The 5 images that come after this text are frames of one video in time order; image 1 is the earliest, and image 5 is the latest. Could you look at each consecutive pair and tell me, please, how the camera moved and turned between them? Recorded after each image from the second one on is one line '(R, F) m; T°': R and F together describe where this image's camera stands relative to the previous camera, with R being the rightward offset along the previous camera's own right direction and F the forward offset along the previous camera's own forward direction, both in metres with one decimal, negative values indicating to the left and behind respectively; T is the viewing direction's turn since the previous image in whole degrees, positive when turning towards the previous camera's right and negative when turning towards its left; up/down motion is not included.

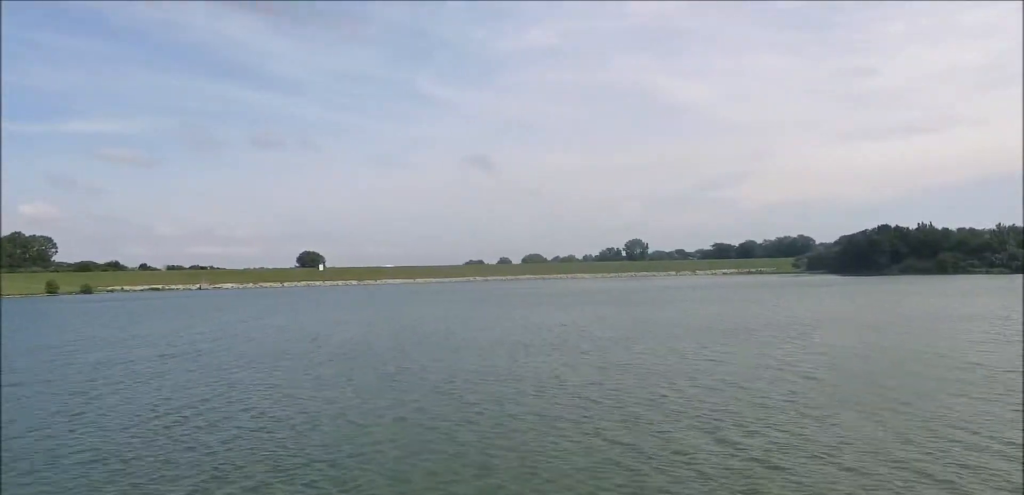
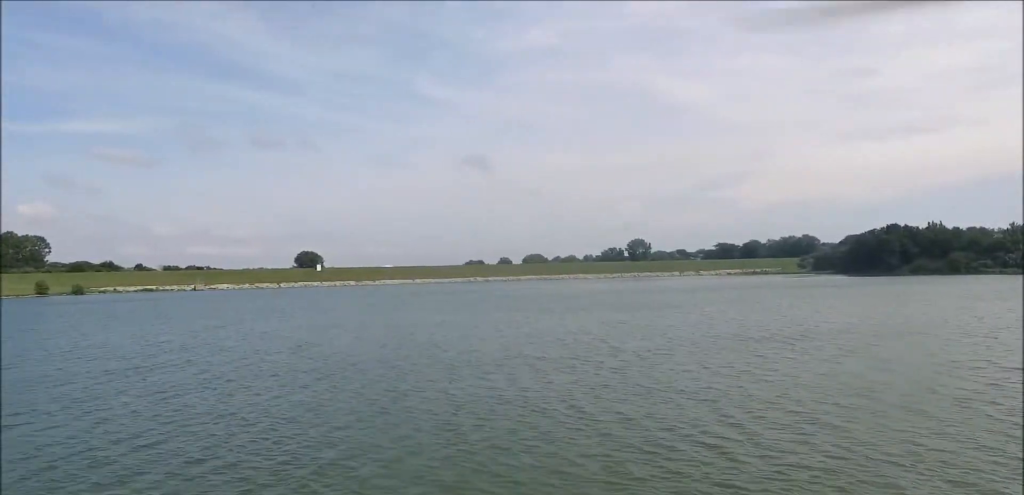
(0.0, +5.8) m; 0°
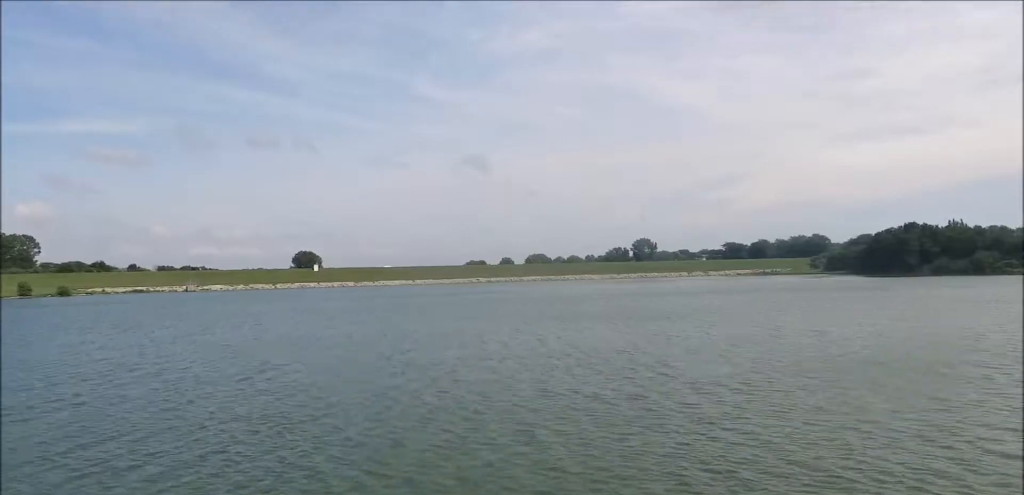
(0.0, +9.4) m; 0°
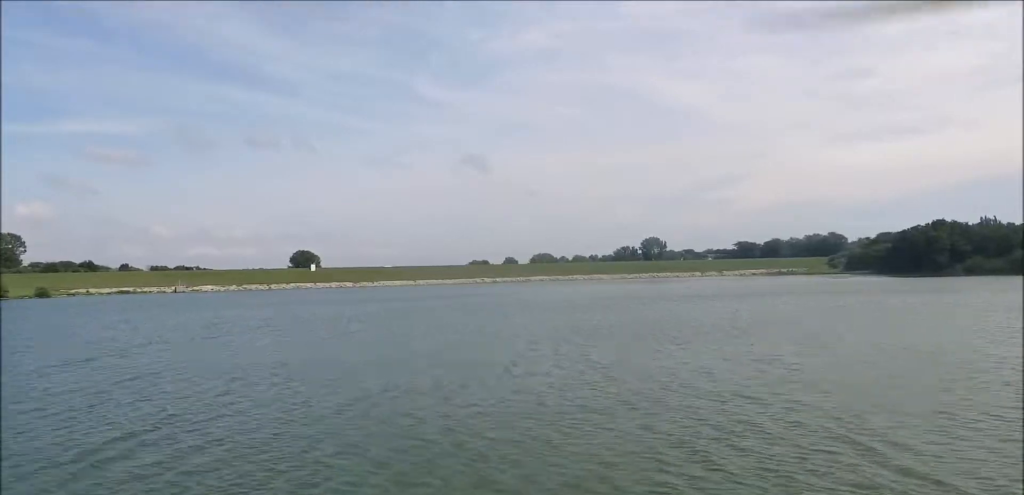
(+0.1, +12.4) m; 0°
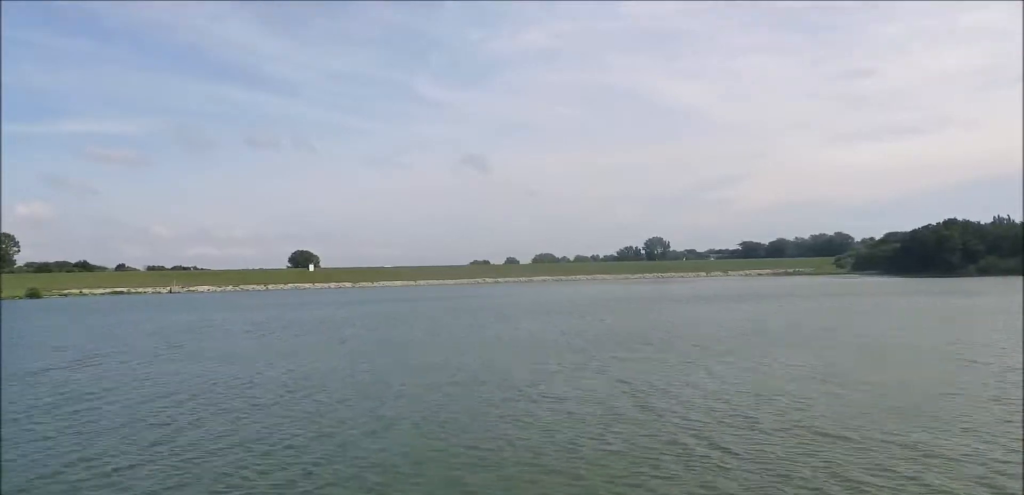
(0.0, +5.0) m; 0°
